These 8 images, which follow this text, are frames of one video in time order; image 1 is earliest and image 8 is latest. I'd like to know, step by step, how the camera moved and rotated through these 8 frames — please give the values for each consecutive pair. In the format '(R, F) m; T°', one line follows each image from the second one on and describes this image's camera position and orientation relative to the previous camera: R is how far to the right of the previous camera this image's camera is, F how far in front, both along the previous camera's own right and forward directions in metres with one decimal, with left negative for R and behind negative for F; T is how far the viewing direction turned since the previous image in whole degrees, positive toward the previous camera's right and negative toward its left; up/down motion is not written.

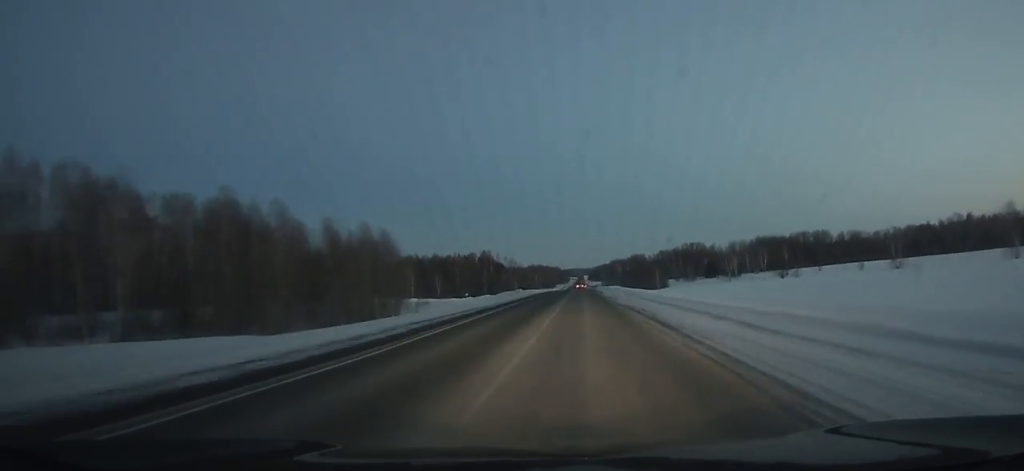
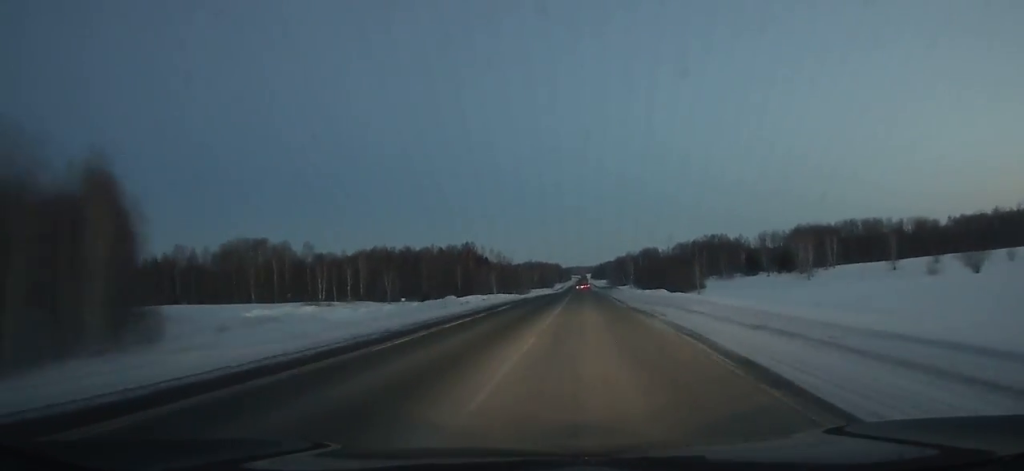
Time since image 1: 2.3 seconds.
(-0.1, +59.6) m; 0°
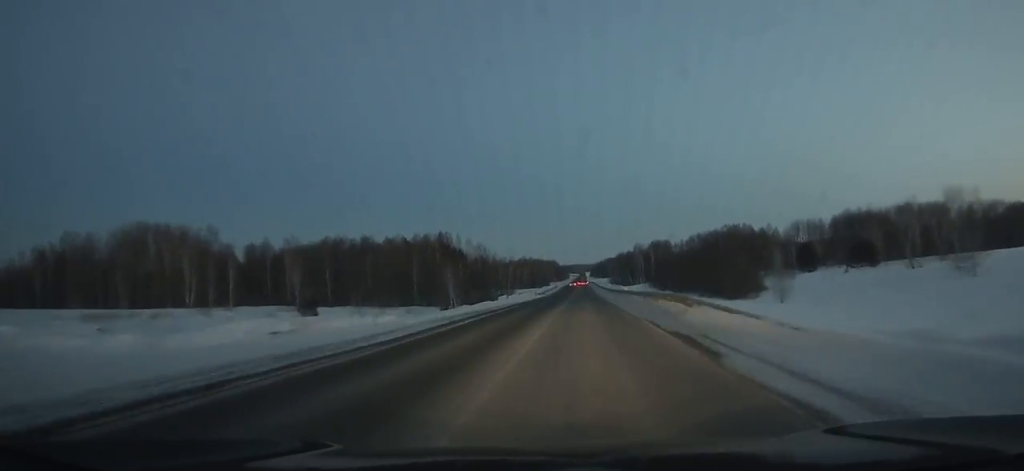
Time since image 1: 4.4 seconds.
(-0.1, +54.2) m; 0°
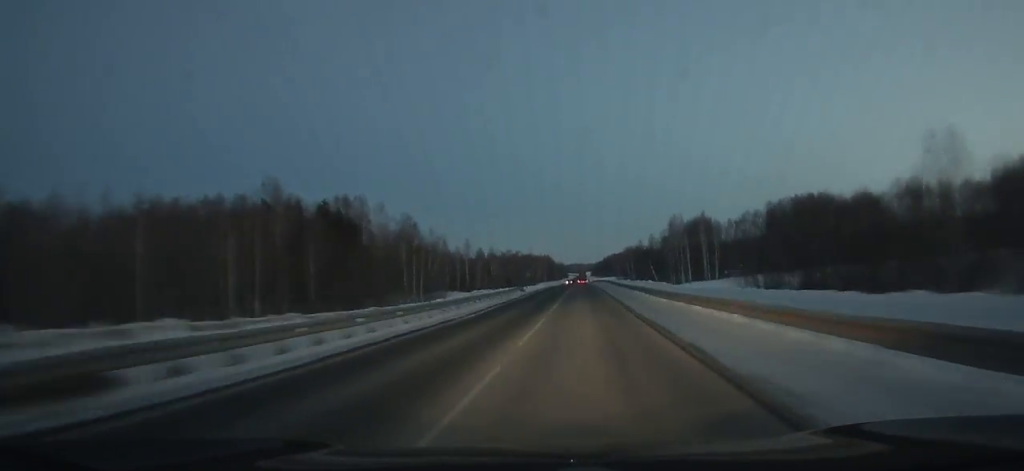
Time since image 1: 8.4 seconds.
(+0.1, +102.6) m; 0°
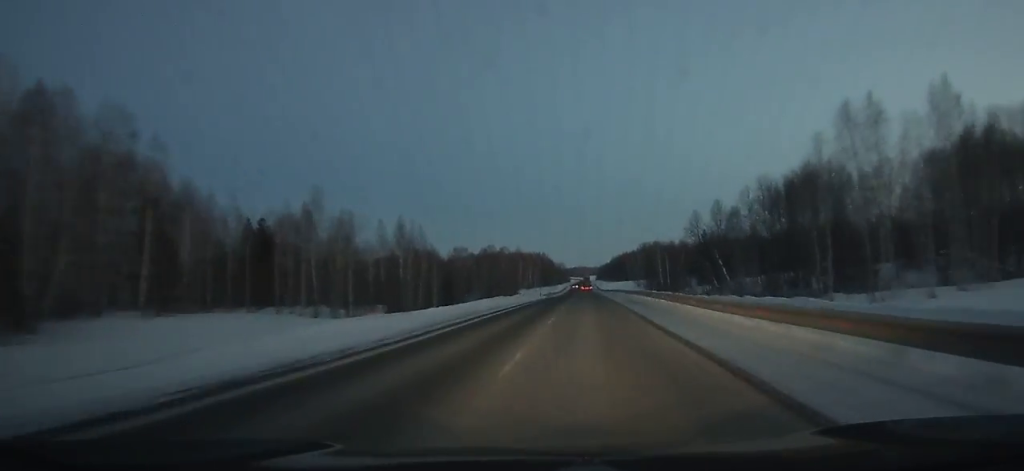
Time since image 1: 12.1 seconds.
(0.0, +95.3) m; 0°
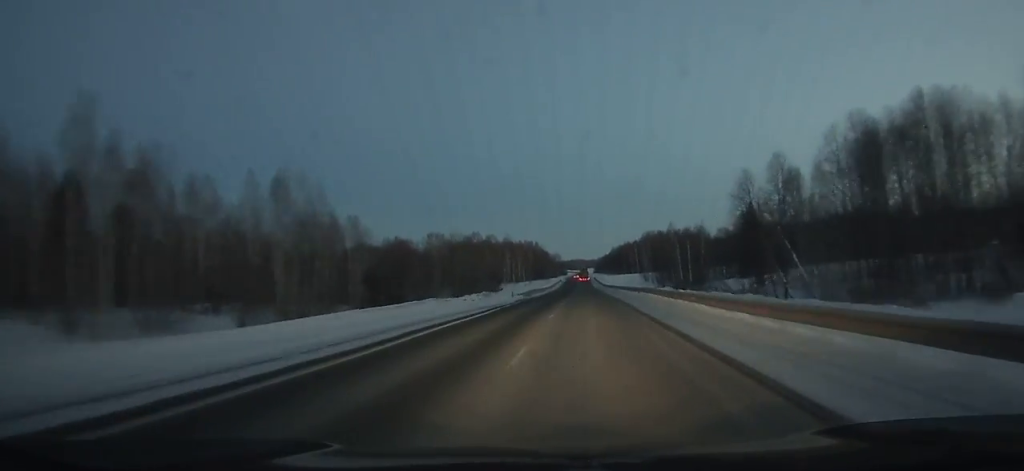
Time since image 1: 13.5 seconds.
(-0.1, +36.2) m; 0°
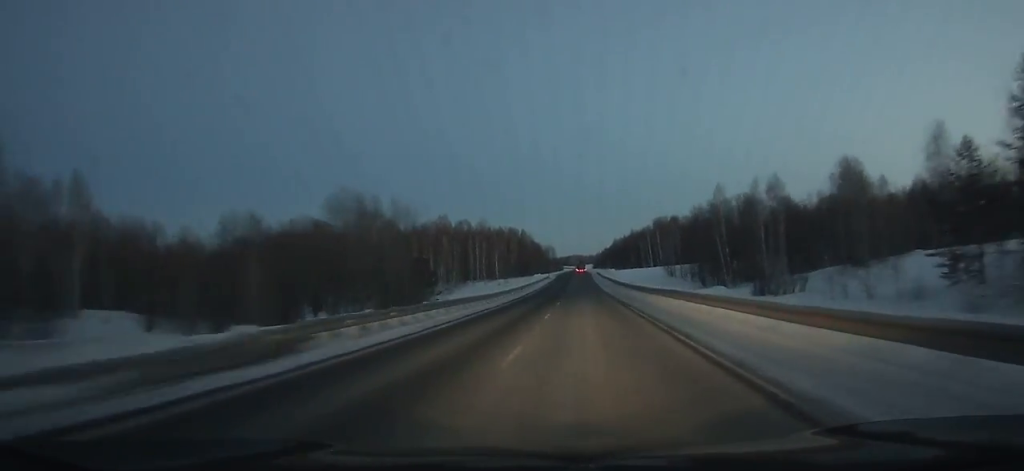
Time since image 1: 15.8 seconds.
(+0.1, +60.1) m; 0°
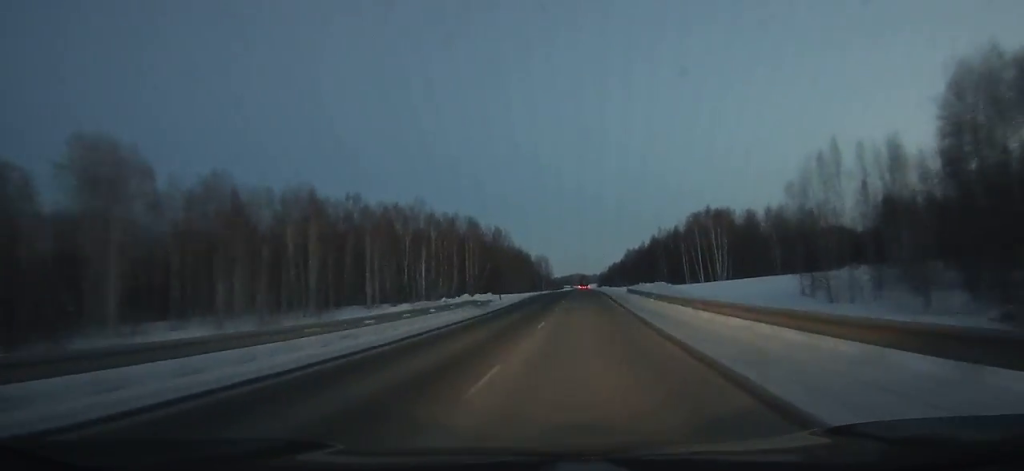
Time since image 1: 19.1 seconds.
(-0.1, +86.7) m; 0°
